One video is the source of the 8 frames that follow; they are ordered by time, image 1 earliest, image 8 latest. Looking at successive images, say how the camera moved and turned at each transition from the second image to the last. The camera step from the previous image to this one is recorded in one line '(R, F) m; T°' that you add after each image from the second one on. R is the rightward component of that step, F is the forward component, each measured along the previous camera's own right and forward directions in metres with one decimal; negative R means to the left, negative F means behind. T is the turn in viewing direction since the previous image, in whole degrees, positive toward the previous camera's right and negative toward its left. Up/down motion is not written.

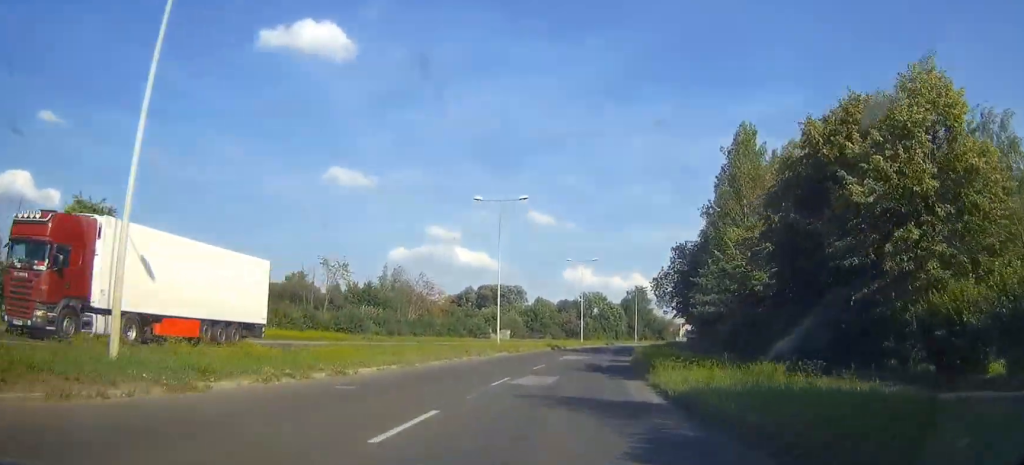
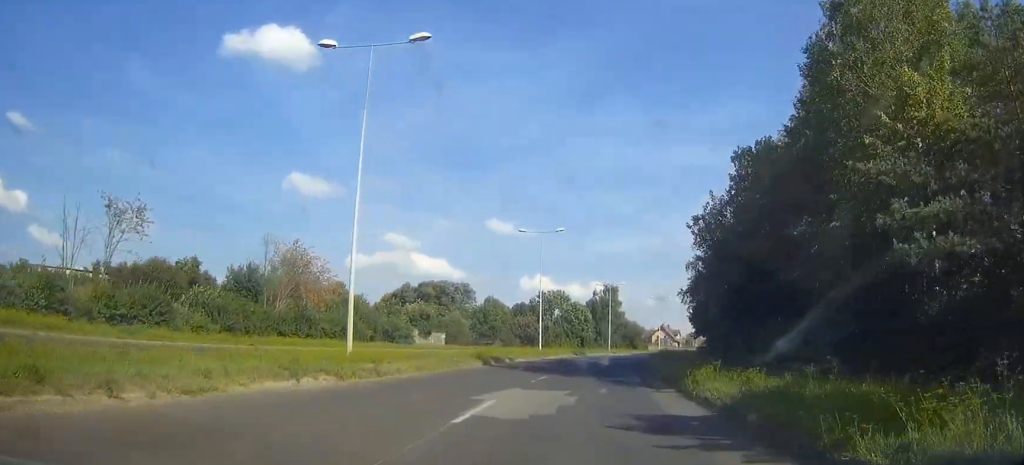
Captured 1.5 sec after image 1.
(+0.8, +31.9) m; +3°
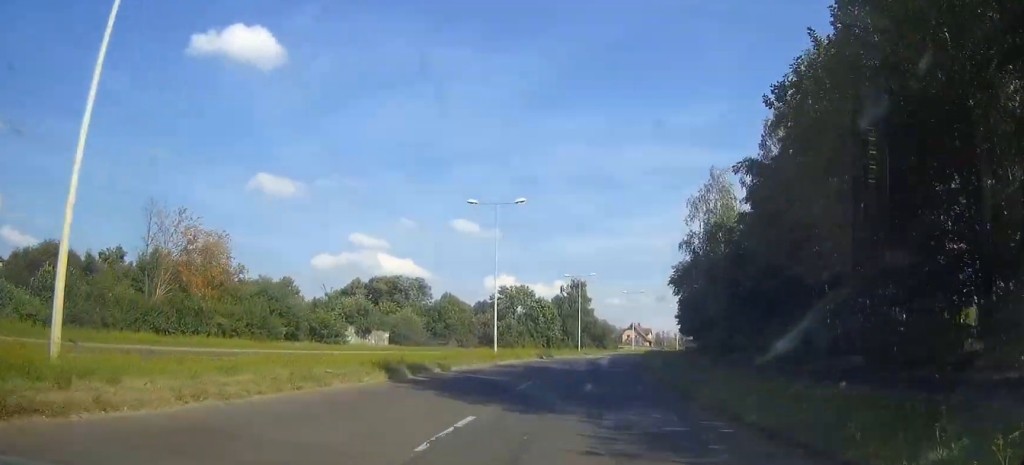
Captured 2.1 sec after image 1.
(+0.3, +14.5) m; +2°
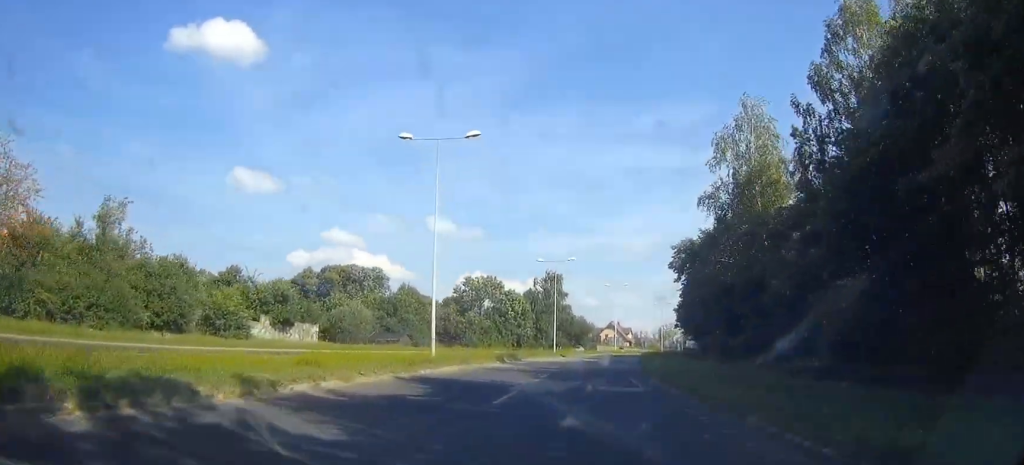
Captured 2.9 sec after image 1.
(+0.3, +17.3) m; +2°
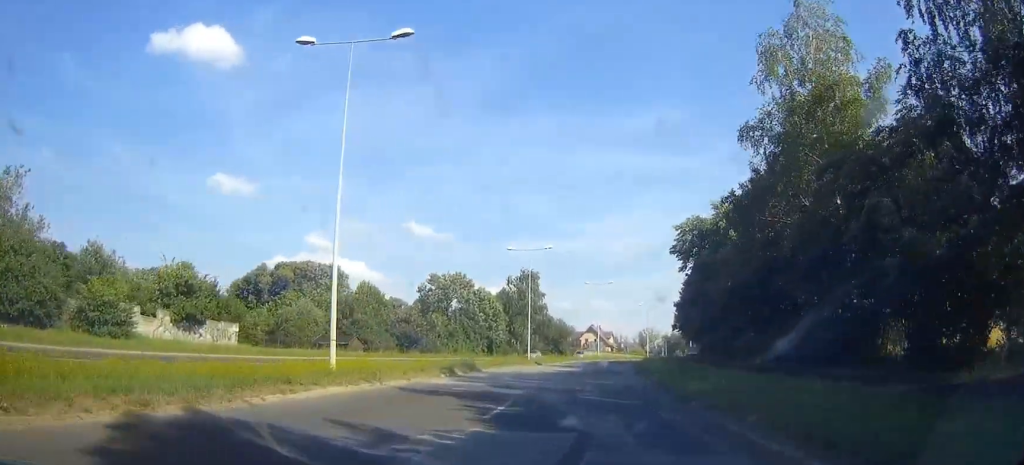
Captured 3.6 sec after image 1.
(+0.1, +13.7) m; +2°
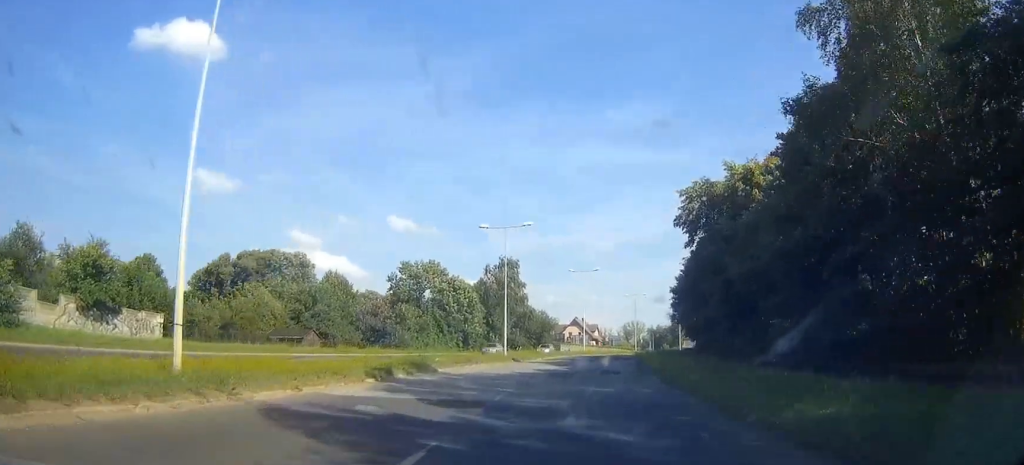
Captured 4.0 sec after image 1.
(+0.2, +9.4) m; +1°
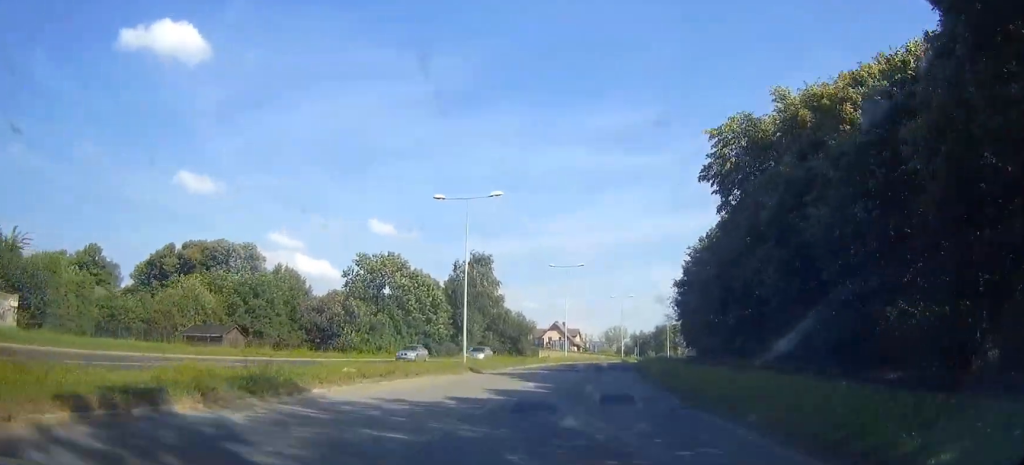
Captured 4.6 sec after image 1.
(+0.1, +13.7) m; +2°
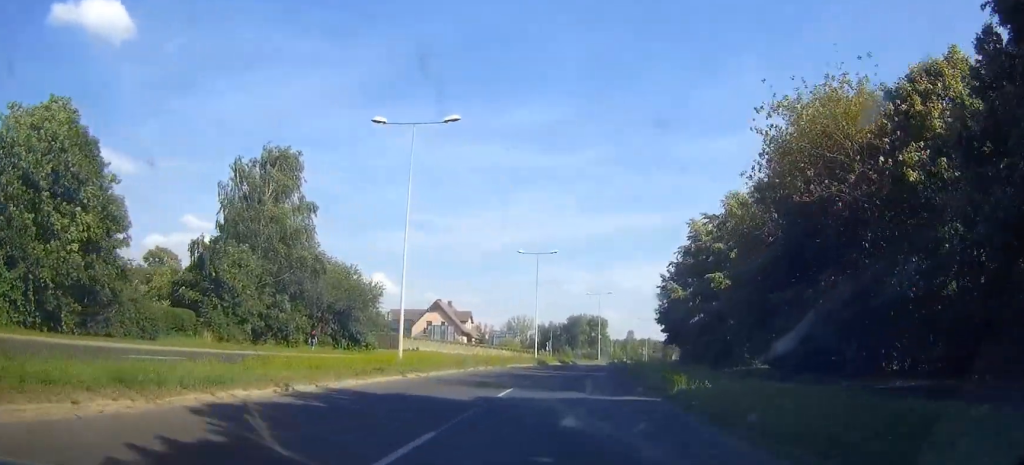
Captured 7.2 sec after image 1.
(+3.3, +55.5) m; +7°
